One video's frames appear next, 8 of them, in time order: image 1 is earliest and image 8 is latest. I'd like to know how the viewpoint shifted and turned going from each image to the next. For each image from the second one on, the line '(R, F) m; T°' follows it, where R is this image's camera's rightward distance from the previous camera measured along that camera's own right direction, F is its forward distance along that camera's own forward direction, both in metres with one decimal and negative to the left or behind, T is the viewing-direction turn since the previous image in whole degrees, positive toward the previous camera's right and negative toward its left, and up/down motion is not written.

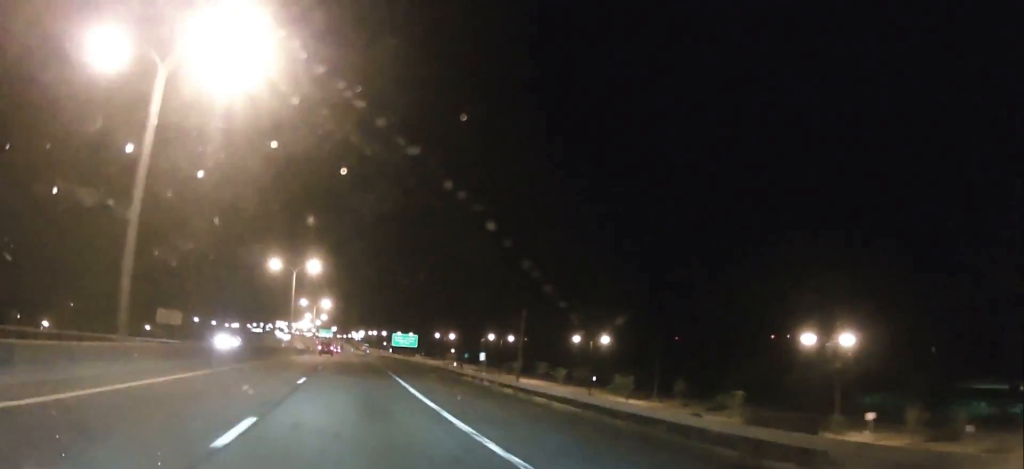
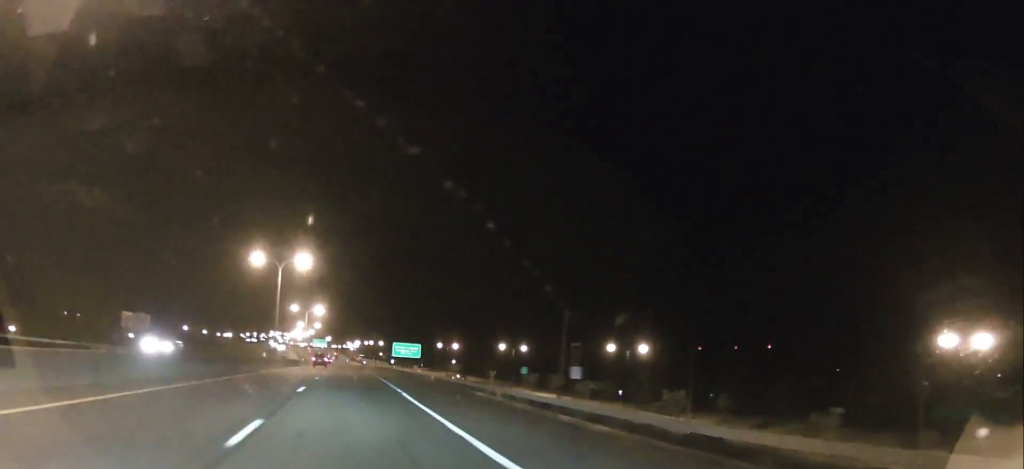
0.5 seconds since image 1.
(0.0, +12.0) m; 0°
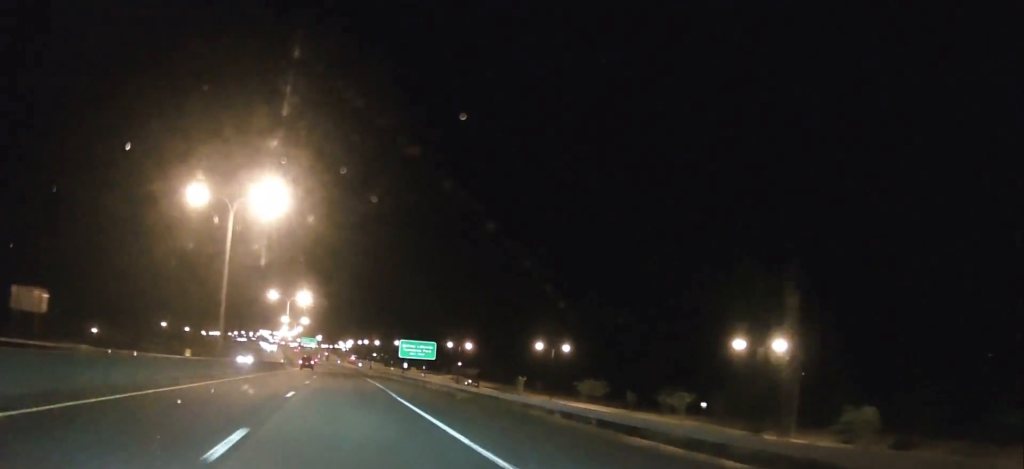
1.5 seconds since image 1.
(+0.1, +24.6) m; 0°
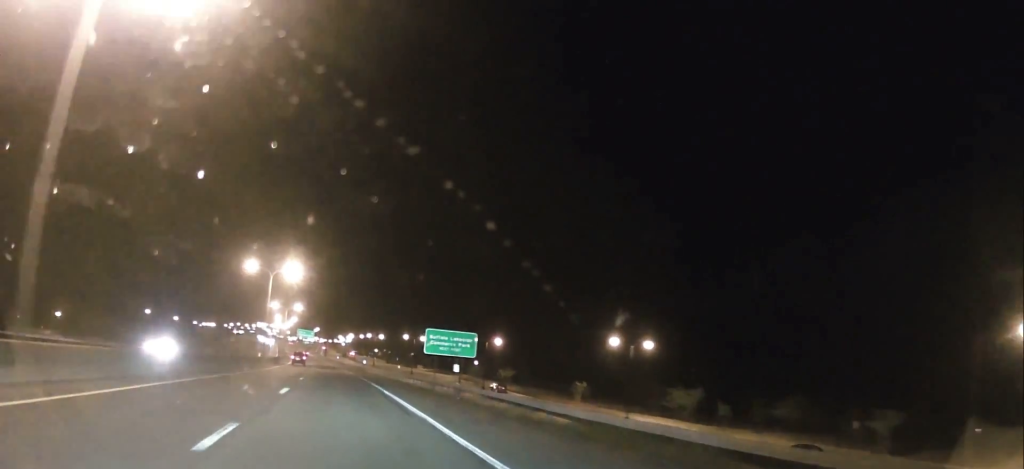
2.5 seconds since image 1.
(-0.1, +23.6) m; 0°
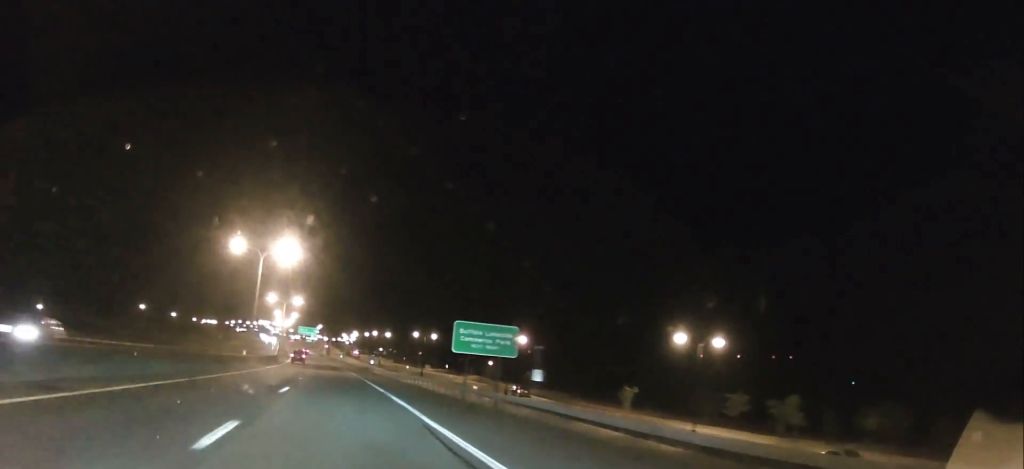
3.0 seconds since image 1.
(+0.1, +11.9) m; 0°
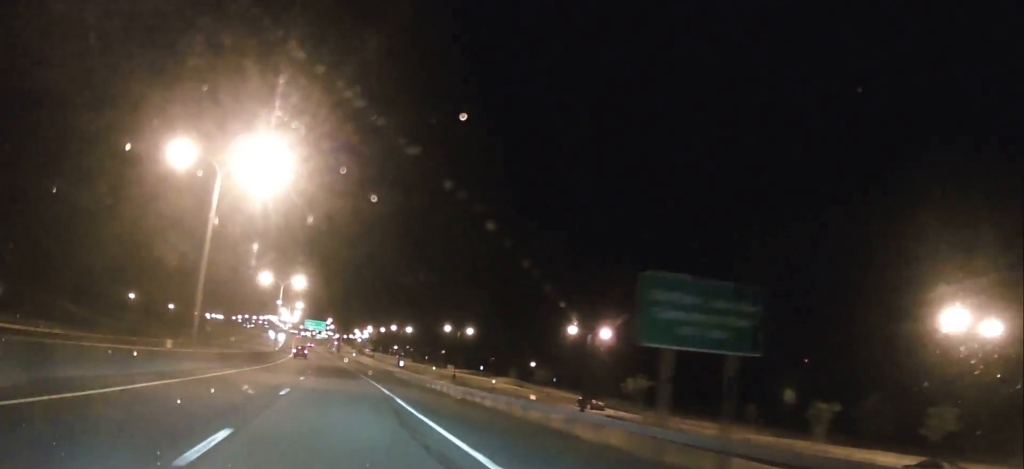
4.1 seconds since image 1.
(-0.2, +25.6) m; 0°
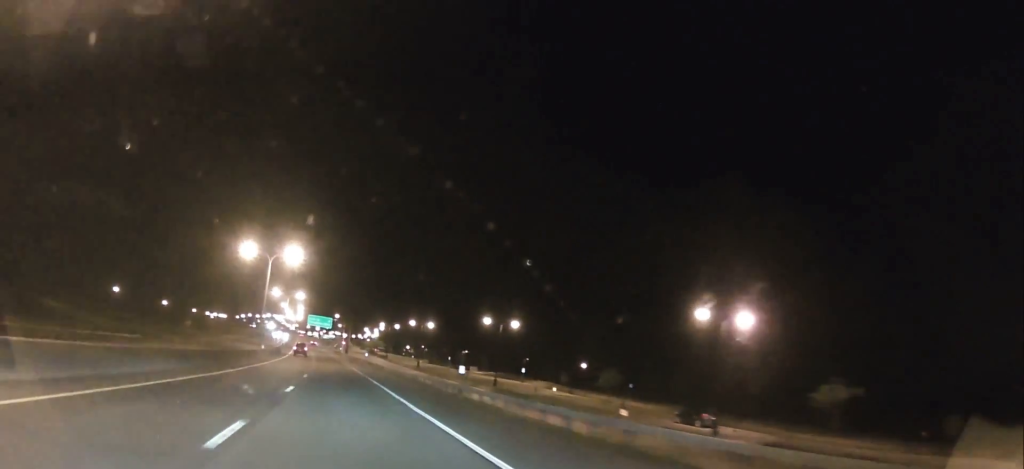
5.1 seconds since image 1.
(0.0, +23.2) m; 0°
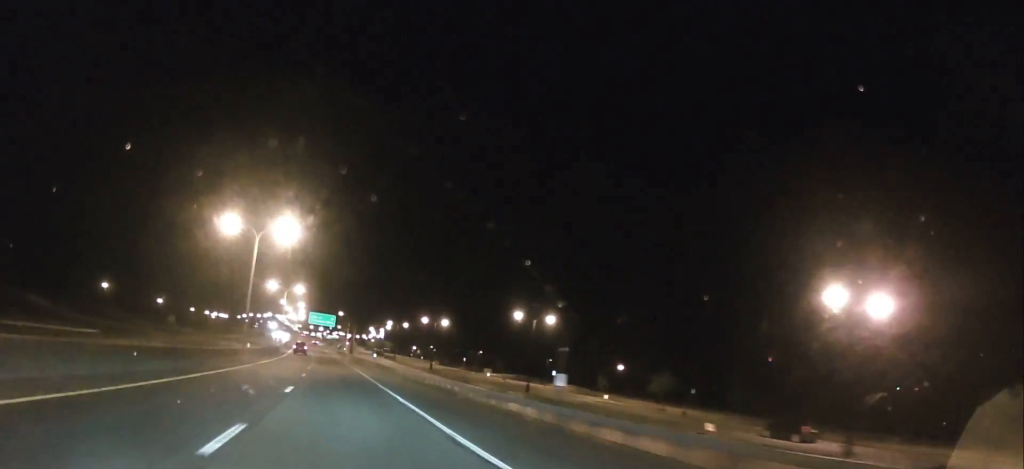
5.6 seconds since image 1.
(0.0, +12.8) m; 0°
